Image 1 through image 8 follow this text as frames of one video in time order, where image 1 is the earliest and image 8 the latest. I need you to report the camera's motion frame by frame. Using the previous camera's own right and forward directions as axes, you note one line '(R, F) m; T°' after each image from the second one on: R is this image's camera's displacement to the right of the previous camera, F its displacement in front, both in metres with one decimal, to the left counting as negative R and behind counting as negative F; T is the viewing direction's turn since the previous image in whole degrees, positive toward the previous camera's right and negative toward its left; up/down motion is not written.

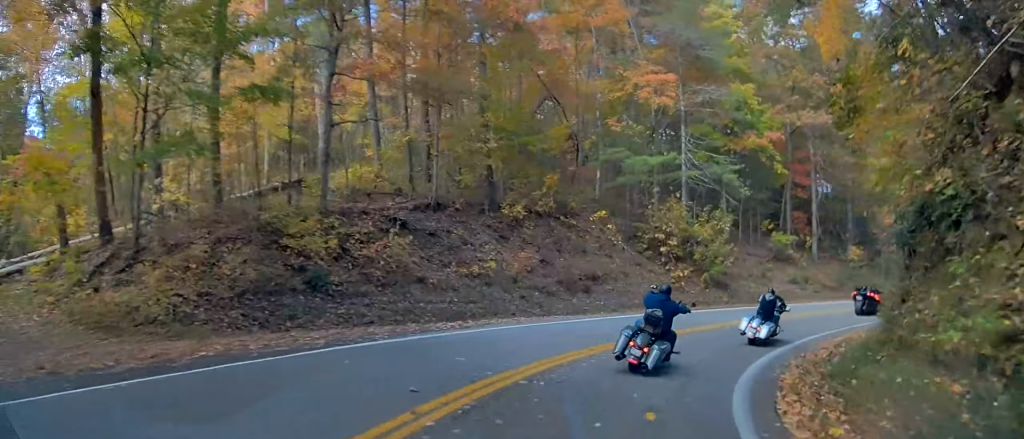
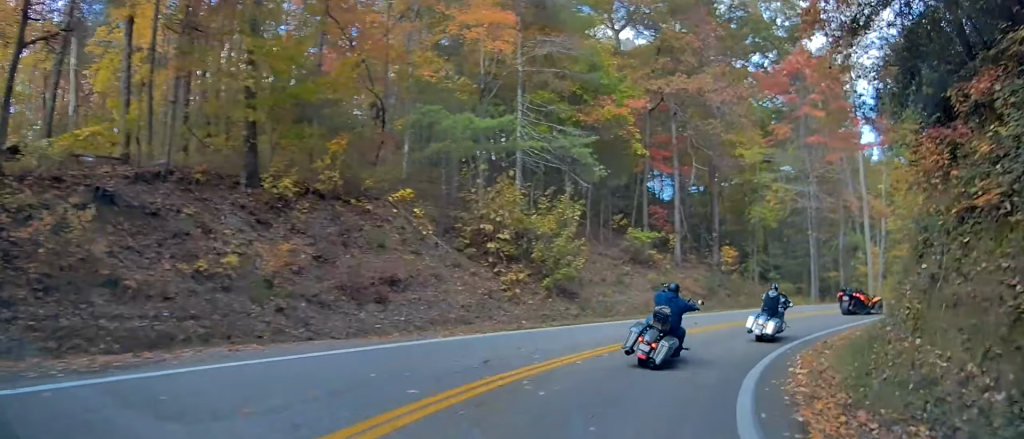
(+1.2, +8.7) m; +13°
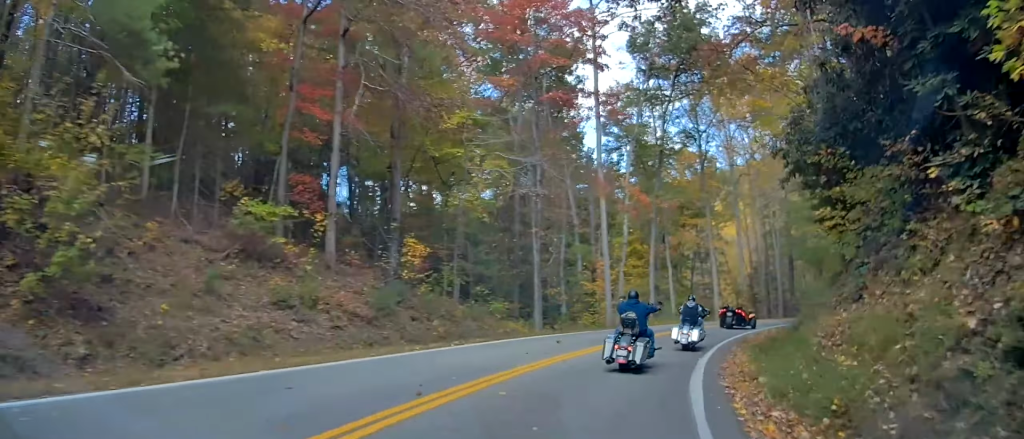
(+1.9, +16.3) m; +15°
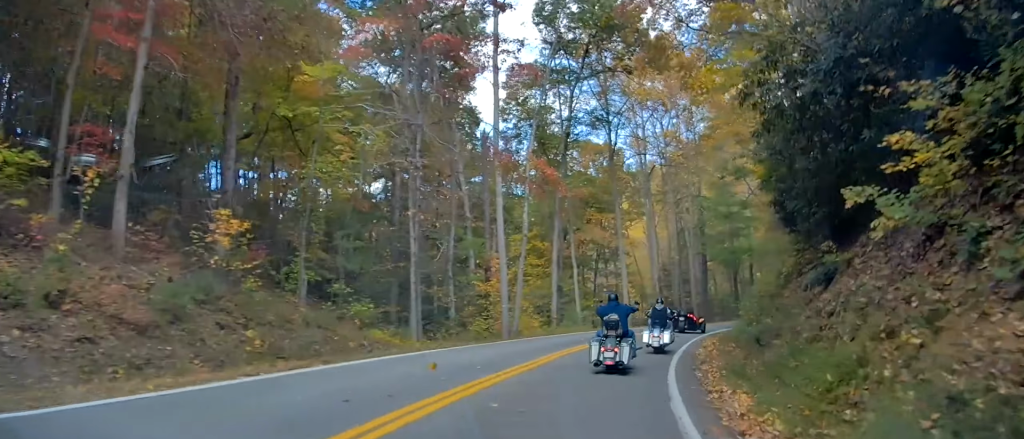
(+1.1, +7.9) m; +7°
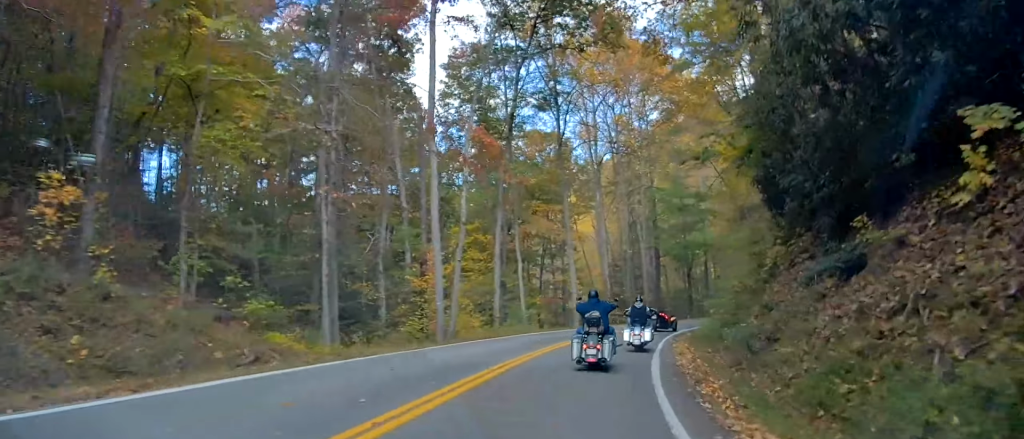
(+0.3, +4.8) m; +4°
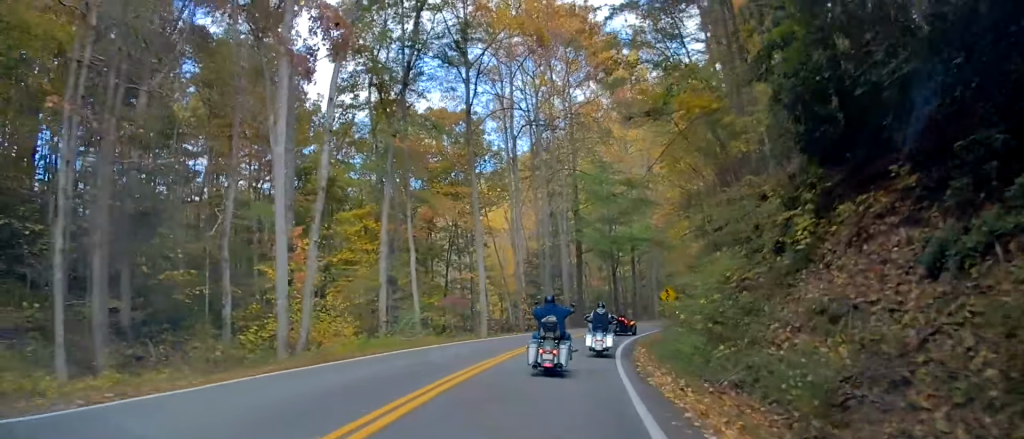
(+0.2, +10.6) m; +2°
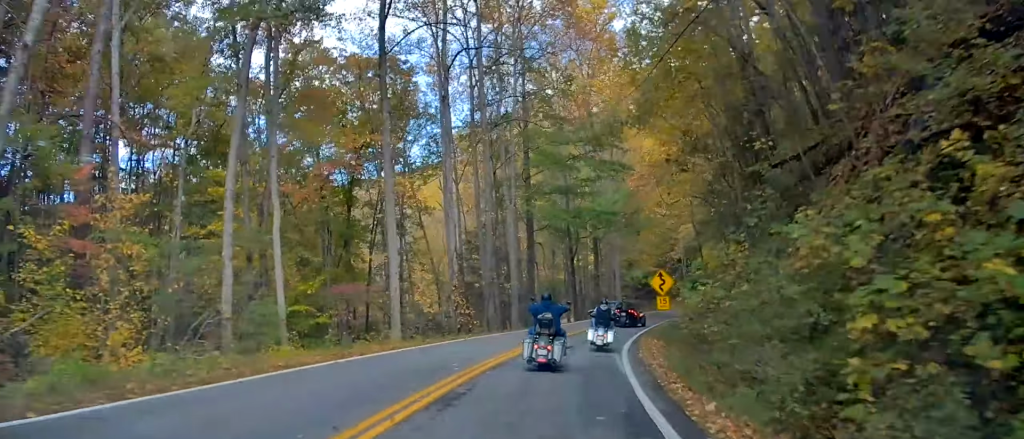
(+0.7, +14.5) m; +16°
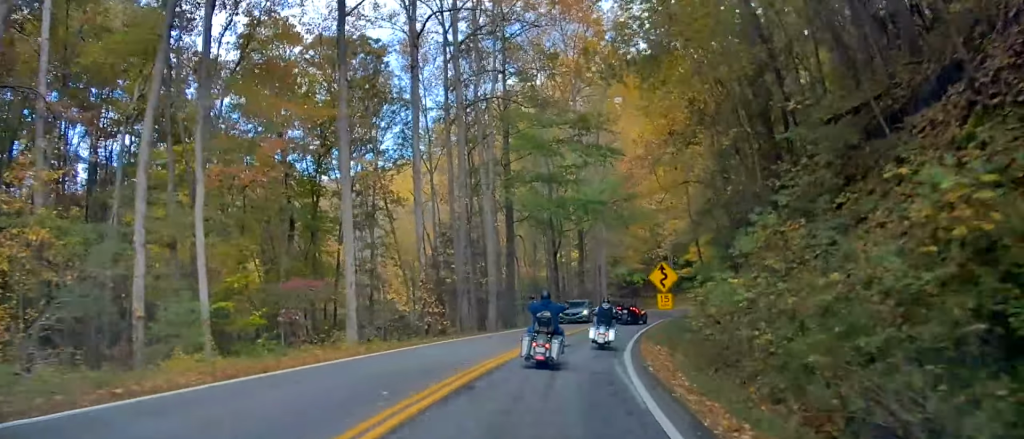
(+1.0, +4.9) m; +9°
